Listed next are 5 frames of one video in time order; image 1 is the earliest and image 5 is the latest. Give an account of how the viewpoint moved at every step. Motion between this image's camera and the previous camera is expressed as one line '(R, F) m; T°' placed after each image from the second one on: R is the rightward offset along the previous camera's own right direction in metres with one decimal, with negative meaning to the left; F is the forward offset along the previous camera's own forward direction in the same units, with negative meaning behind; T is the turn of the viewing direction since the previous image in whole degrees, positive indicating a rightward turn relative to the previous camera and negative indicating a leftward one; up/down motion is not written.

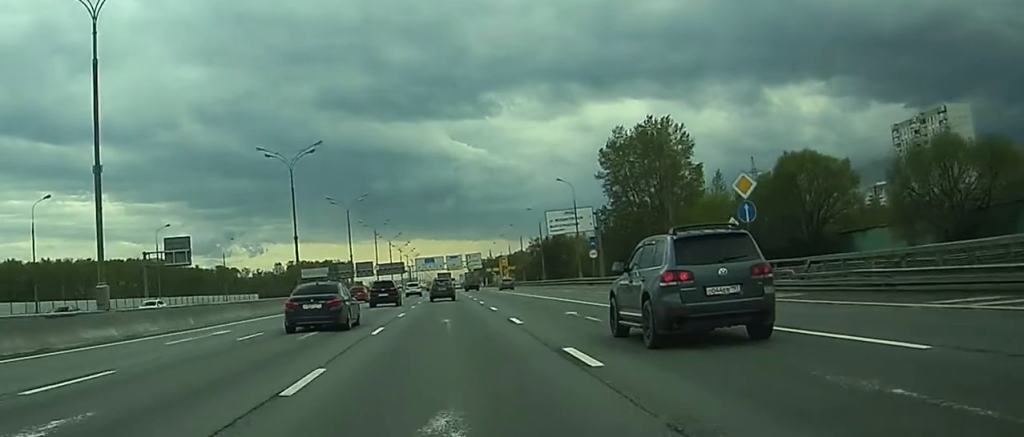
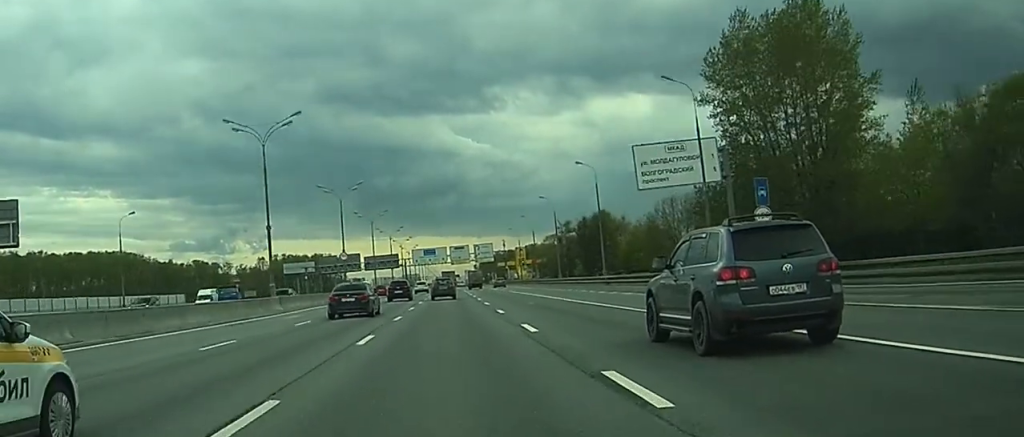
(-0.3, +51.8) m; -1°
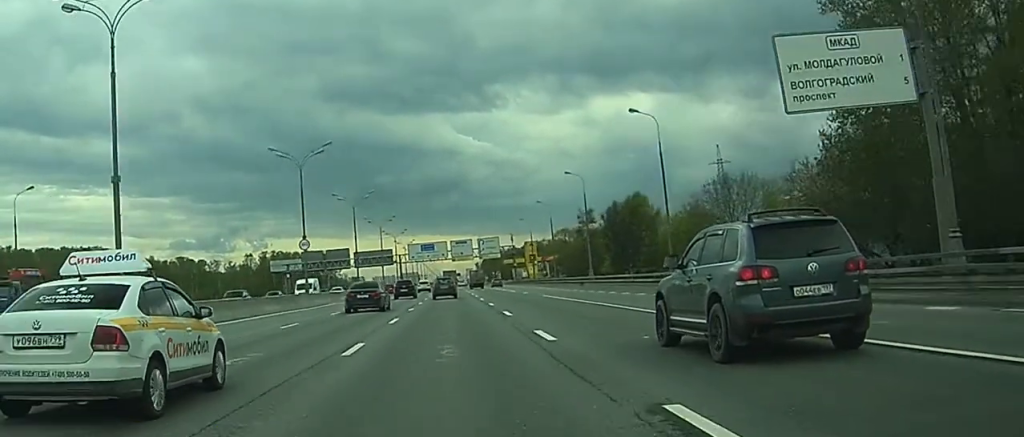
(-0.2, +26.9) m; 0°
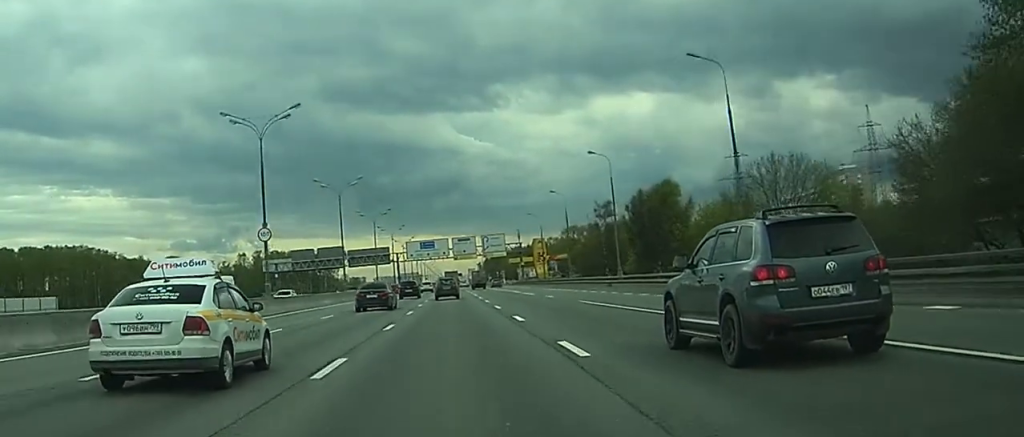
(+0.2, +15.6) m; +1°
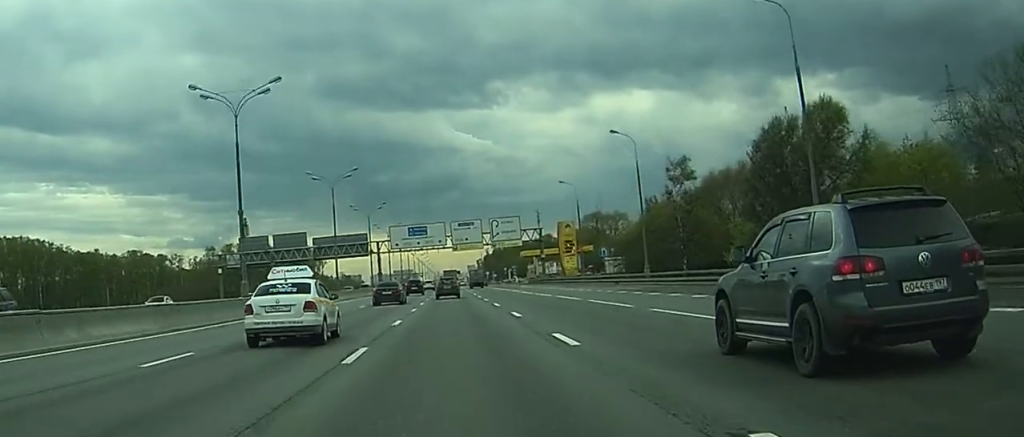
(-0.4, +45.6) m; -2°
